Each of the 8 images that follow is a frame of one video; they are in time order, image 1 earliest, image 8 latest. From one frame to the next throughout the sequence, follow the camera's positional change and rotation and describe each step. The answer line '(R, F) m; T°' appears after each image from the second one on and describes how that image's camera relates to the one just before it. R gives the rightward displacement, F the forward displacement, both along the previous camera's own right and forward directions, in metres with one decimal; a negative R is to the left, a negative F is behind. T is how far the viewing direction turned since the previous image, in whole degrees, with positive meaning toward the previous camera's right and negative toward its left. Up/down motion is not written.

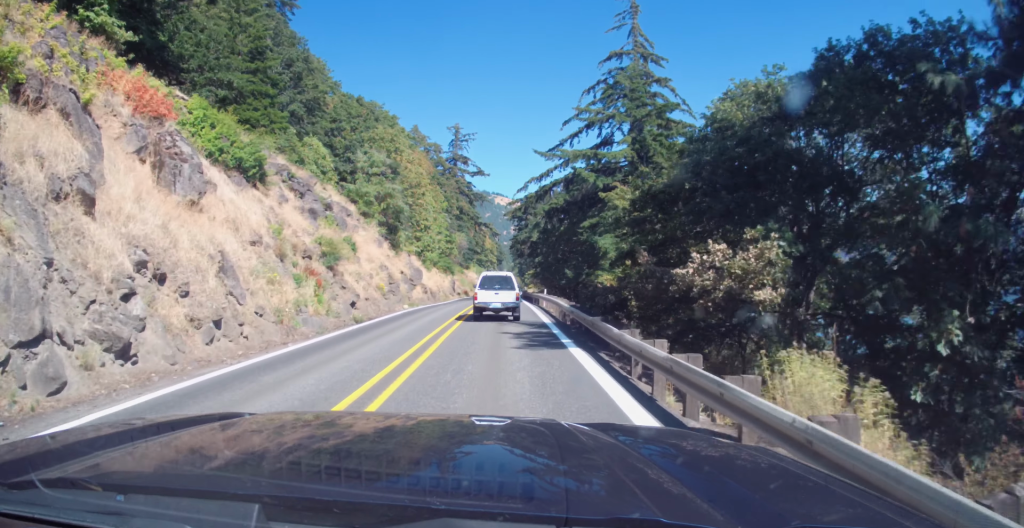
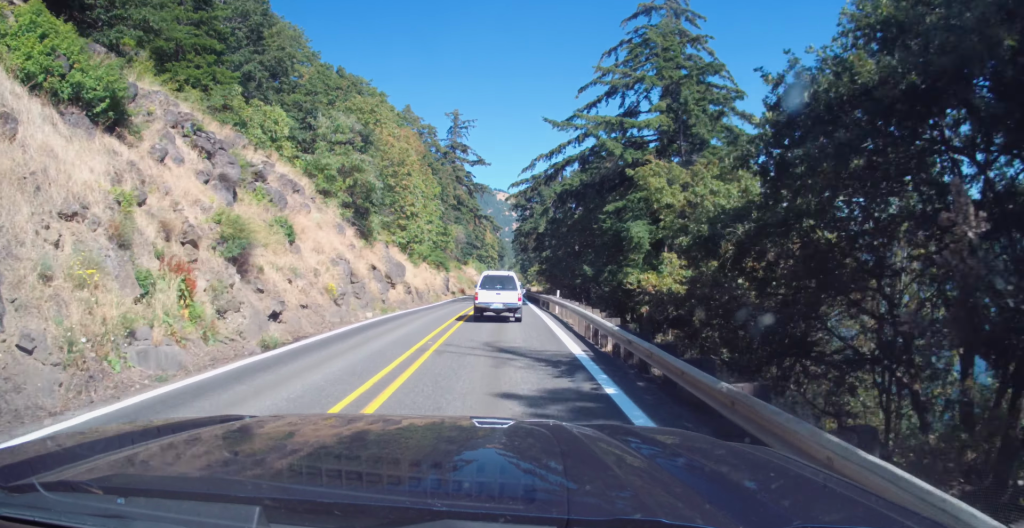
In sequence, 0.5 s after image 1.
(+0.2, +9.8) m; +1°
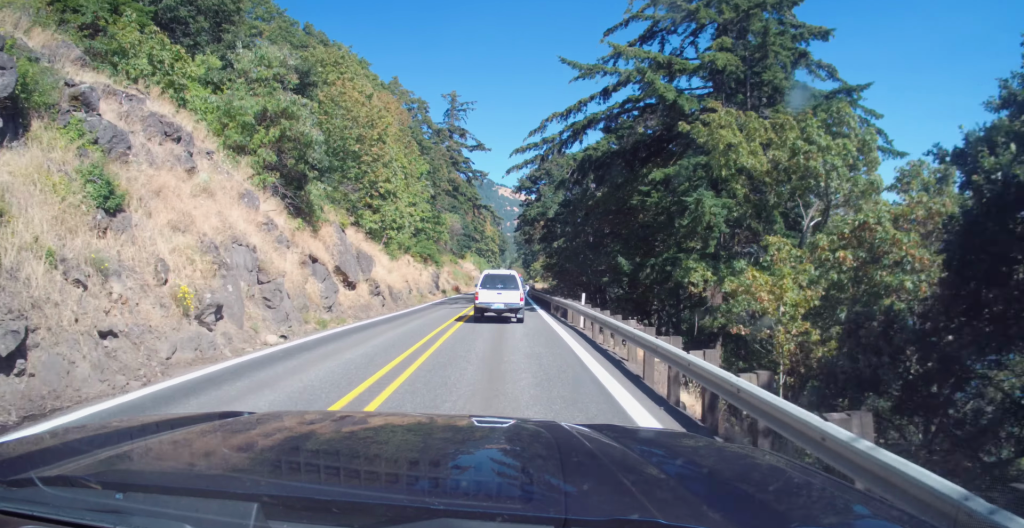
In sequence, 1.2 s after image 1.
(+0.1, +11.3) m; 0°
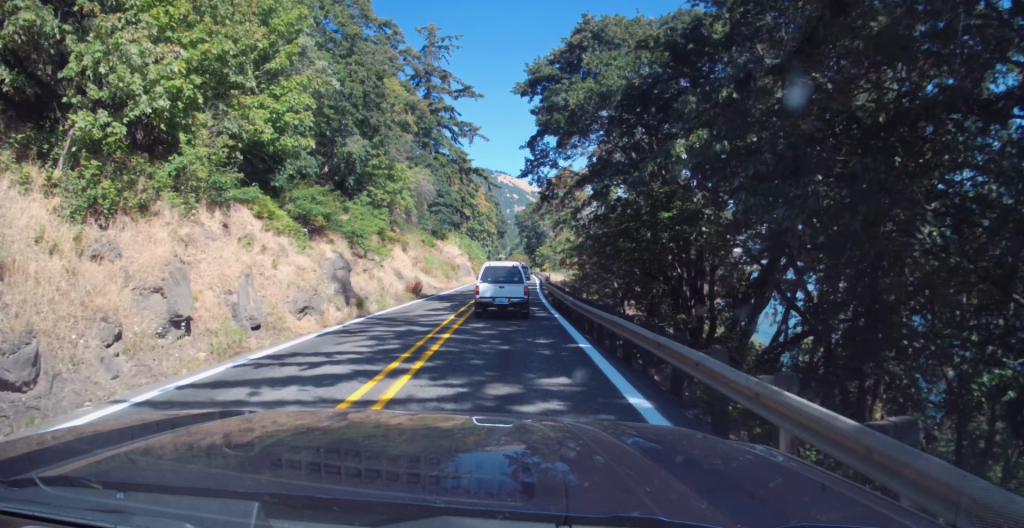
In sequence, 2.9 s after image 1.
(-0.6, +31.2) m; -1°
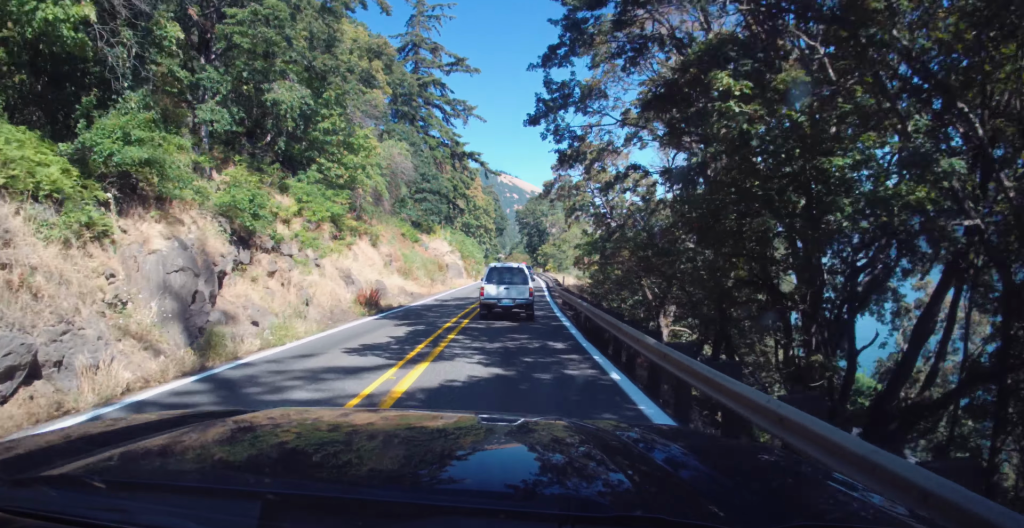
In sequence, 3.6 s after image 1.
(+0.4, +12.2) m; 0°
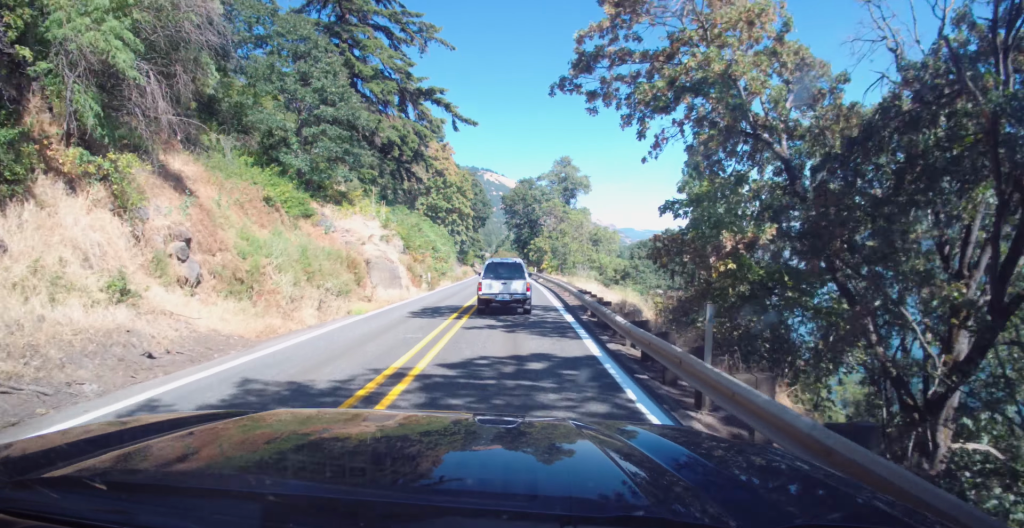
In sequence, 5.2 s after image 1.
(-0.2, +27.4) m; 0°
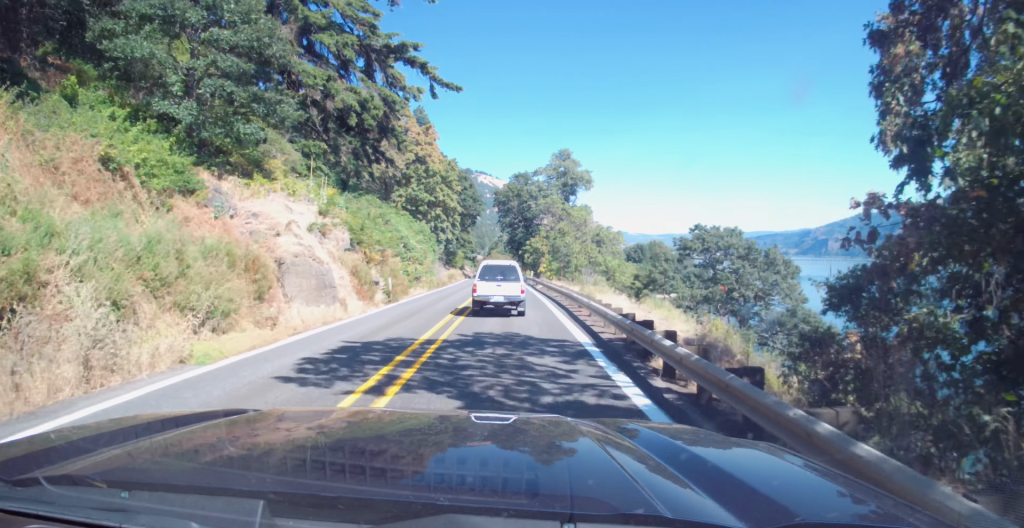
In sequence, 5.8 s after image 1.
(+0.3, +11.2) m; 0°
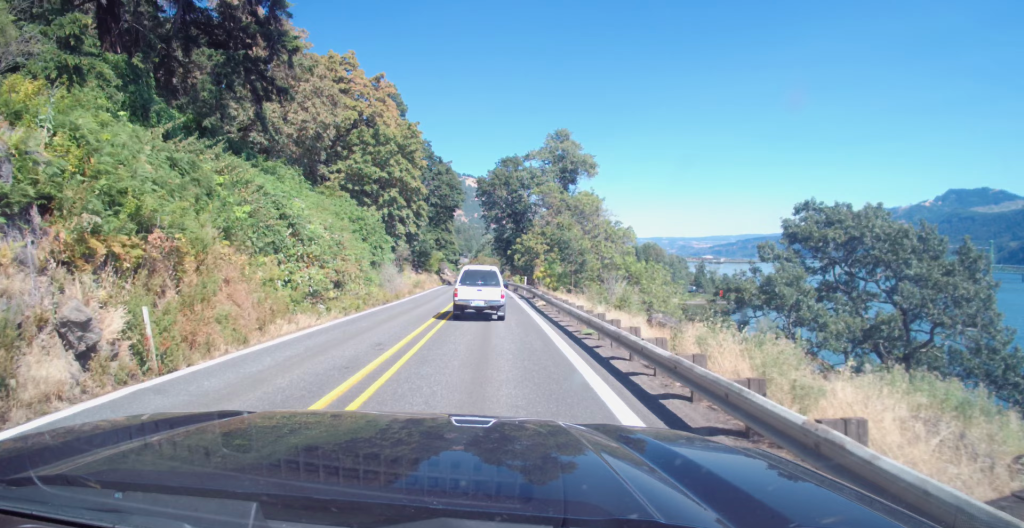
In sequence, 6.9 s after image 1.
(-0.3, +18.8) m; +1°
